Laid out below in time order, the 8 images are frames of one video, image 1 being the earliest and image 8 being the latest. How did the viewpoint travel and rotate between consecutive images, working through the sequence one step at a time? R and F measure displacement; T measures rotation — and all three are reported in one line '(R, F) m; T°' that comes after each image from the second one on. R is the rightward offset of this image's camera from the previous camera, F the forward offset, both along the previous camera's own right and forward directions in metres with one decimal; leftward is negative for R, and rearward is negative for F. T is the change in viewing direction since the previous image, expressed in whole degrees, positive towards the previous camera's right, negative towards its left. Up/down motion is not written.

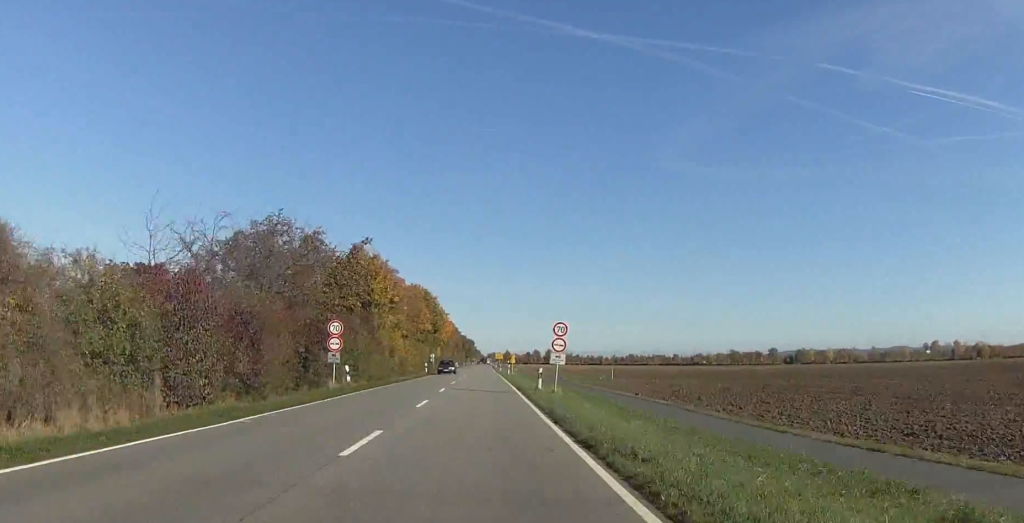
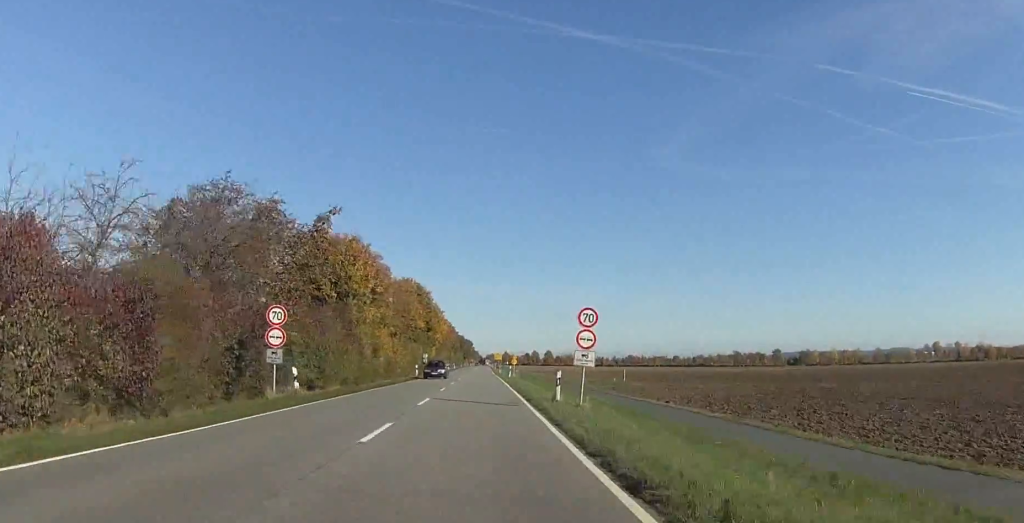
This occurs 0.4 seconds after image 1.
(-0.1, +10.1) m; 0°
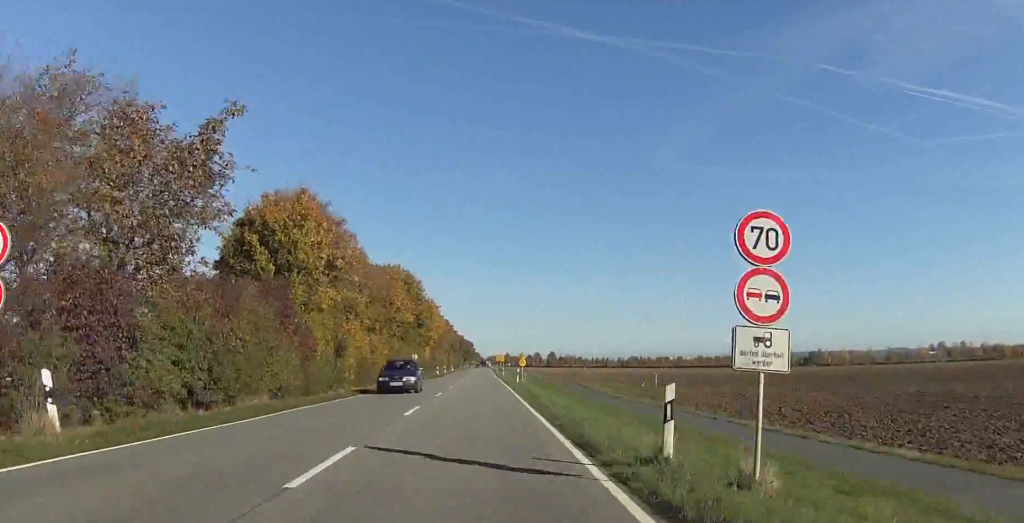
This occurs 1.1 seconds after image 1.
(0.0, +15.5) m; +1°
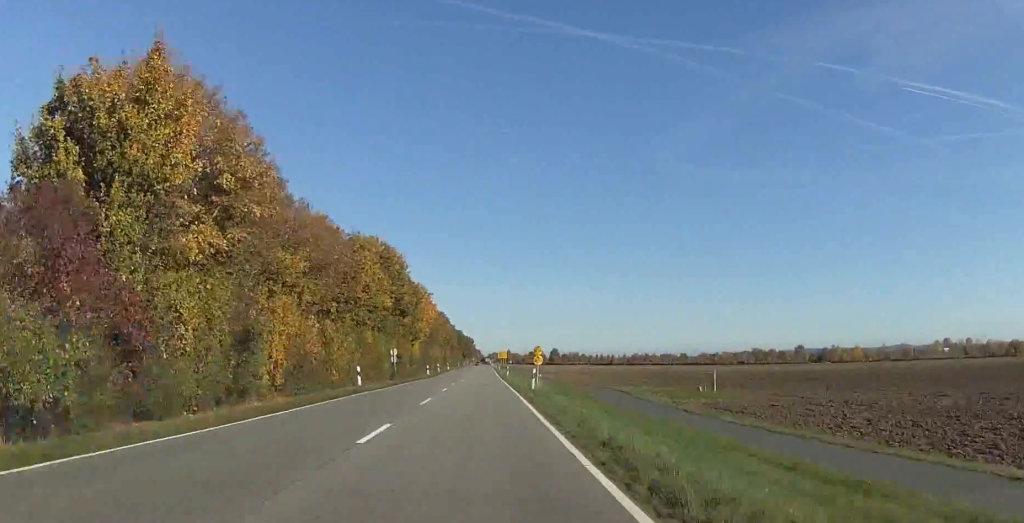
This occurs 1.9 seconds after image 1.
(+0.4, +19.2) m; +1°
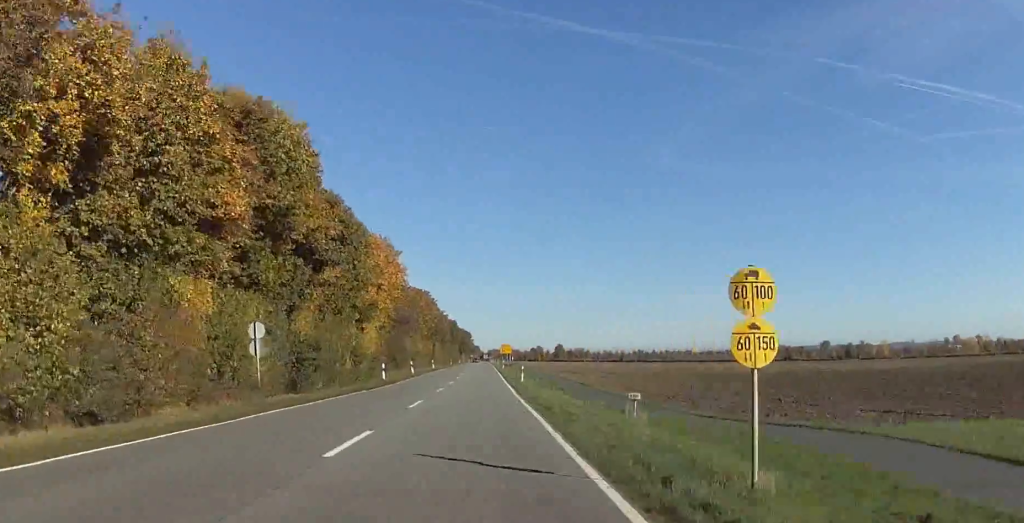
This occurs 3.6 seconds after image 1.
(-0.5, +37.9) m; -1°
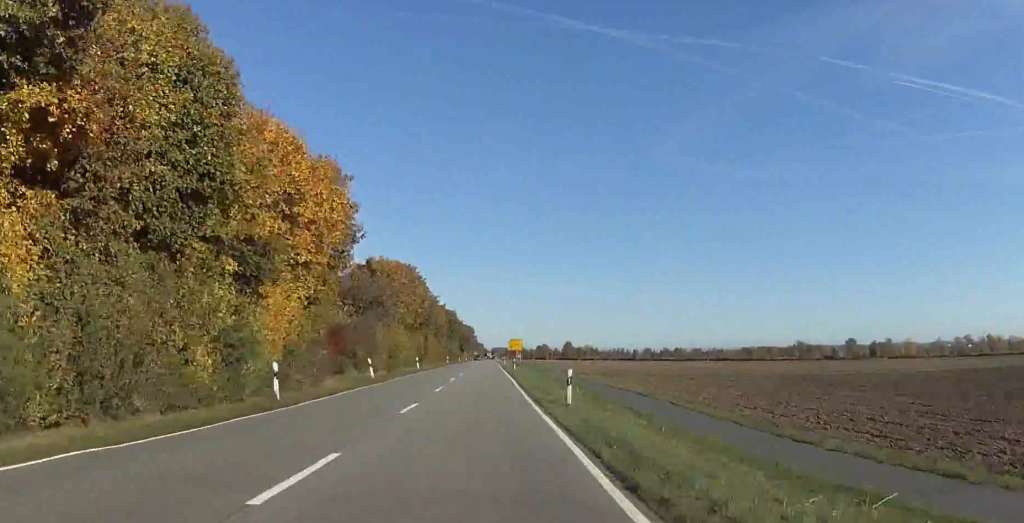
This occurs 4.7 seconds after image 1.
(0.0, +27.4) m; -1°
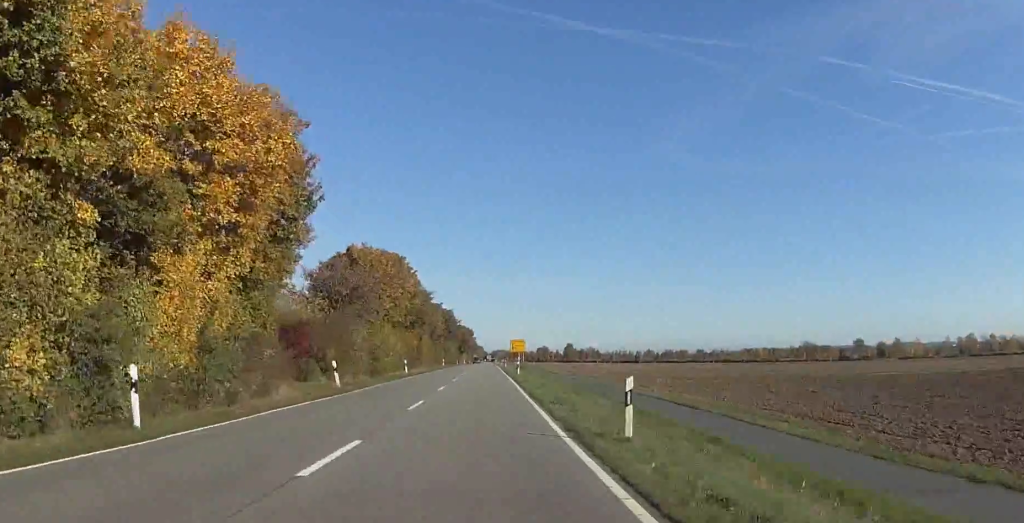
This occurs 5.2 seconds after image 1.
(0.0, +10.2) m; 0°
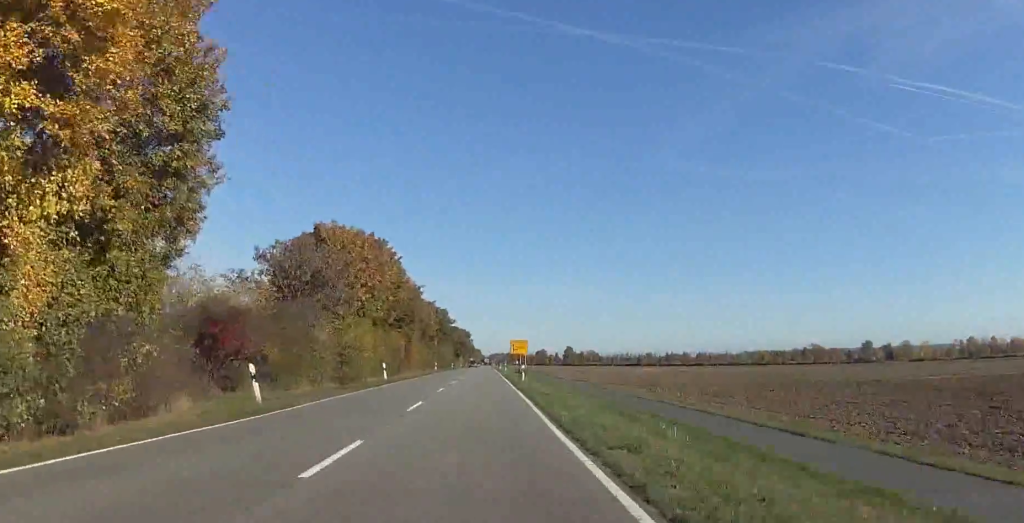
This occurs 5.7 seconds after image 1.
(-0.1, +11.8) m; 0°
